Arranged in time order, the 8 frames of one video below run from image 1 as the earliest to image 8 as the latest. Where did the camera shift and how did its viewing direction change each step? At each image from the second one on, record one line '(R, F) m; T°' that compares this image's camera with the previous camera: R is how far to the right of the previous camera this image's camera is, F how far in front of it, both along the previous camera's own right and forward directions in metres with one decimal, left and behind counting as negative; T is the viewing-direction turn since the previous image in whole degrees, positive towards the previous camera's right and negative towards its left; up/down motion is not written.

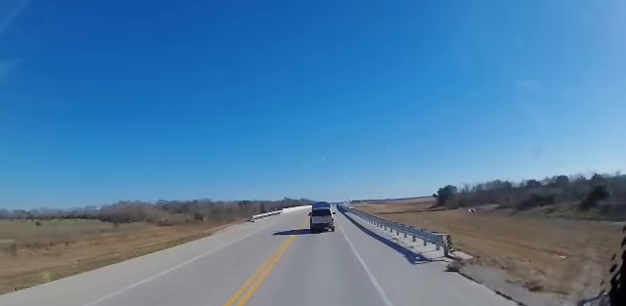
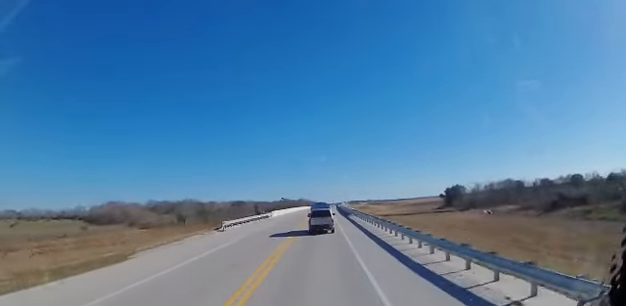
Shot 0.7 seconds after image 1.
(-0.1, +14.0) m; 0°
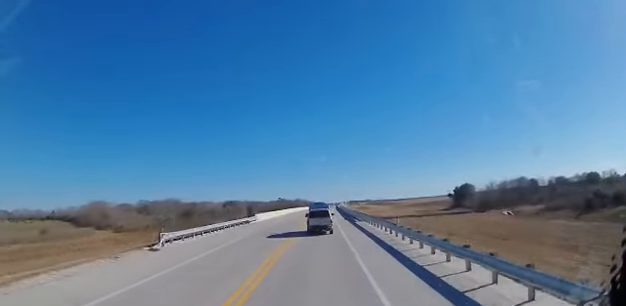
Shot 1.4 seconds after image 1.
(+0.4, +13.9) m; +1°
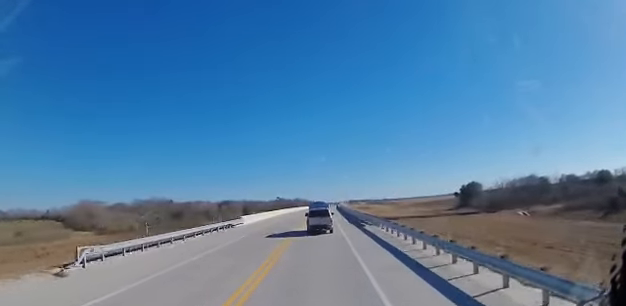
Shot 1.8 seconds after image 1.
(-0.1, +8.4) m; 0°
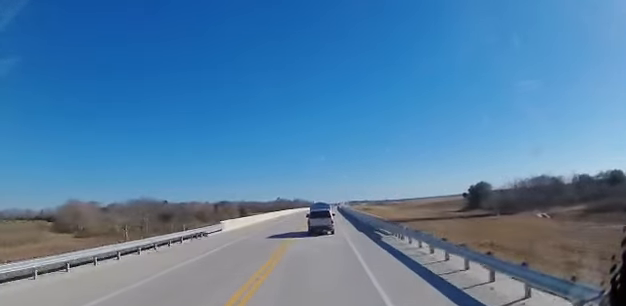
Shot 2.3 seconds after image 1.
(-0.1, +9.0) m; 0°
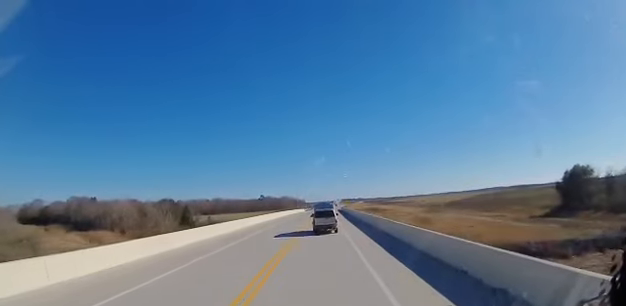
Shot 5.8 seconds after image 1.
(+1.7, +64.4) m; +3°
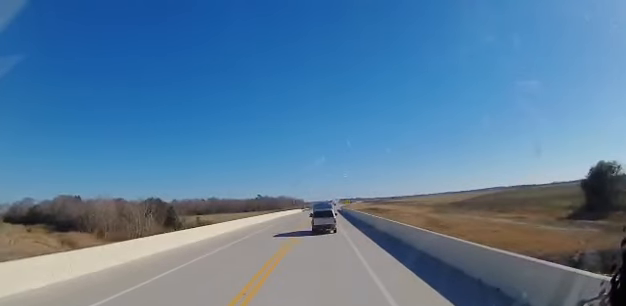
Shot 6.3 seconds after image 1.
(-0.2, +10.1) m; 0°
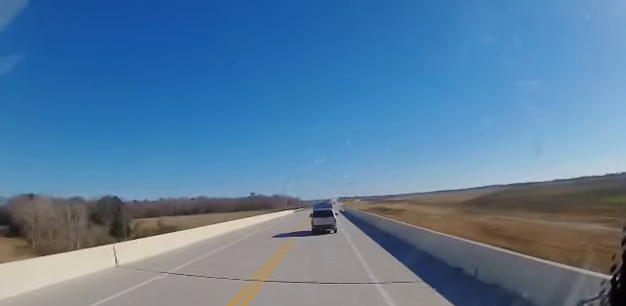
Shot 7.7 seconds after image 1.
(+0.1, +26.6) m; 0°
